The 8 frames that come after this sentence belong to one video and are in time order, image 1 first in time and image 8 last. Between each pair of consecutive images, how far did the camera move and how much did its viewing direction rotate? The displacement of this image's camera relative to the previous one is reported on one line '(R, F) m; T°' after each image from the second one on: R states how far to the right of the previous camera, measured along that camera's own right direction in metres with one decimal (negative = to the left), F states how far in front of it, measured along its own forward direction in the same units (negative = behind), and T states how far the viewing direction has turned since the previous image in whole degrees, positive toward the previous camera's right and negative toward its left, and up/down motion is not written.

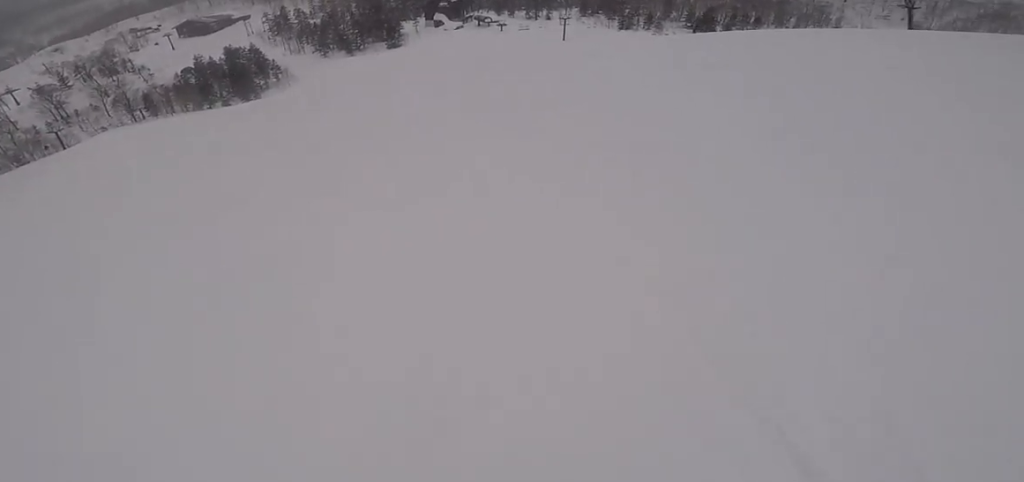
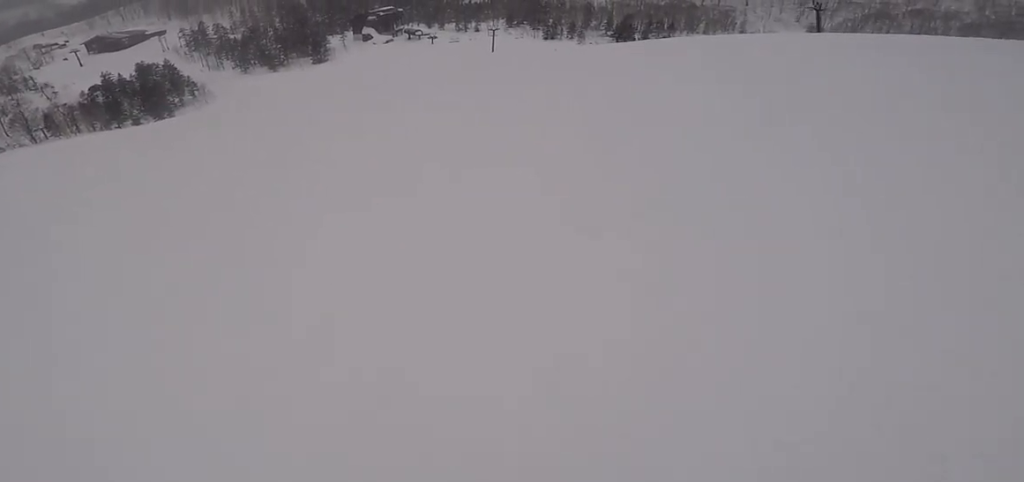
(+0.8, +4.1) m; +9°
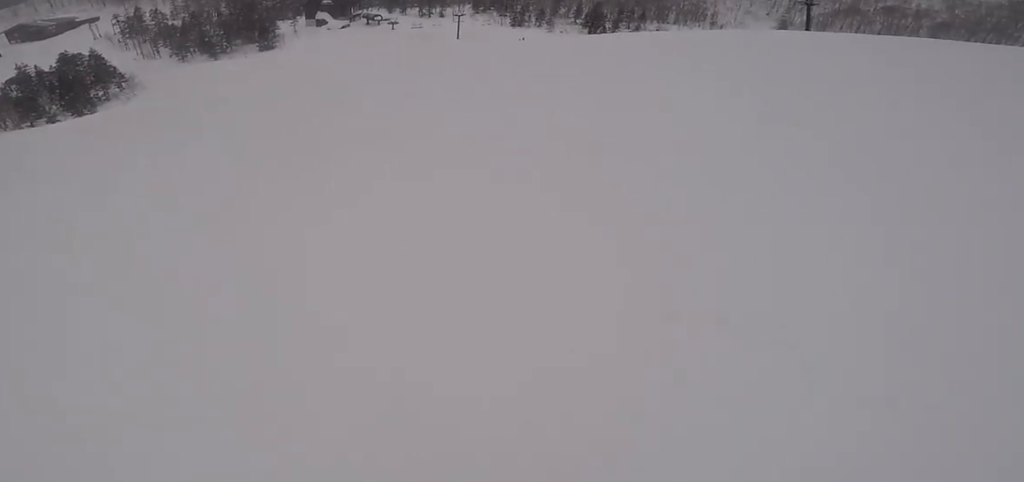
(+1.1, +8.5) m; +5°
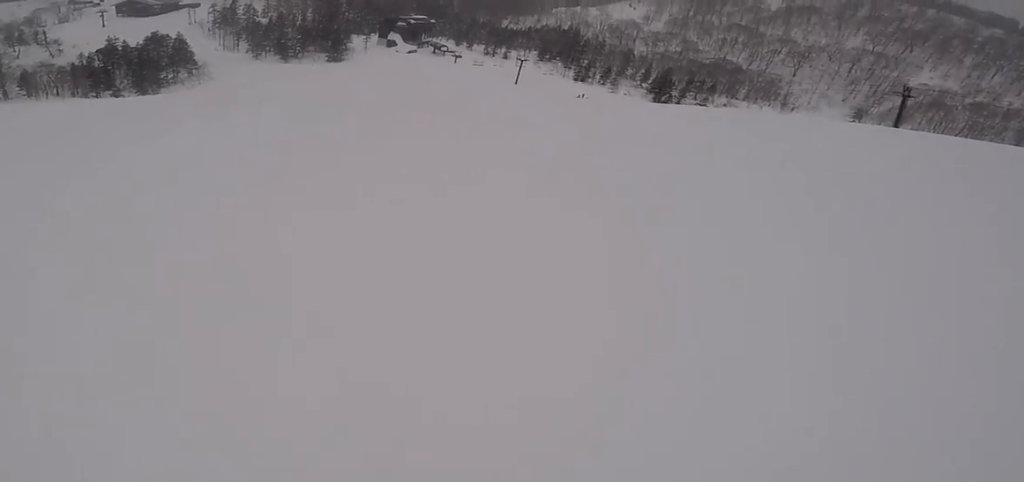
(-0.2, +5.5) m; -14°
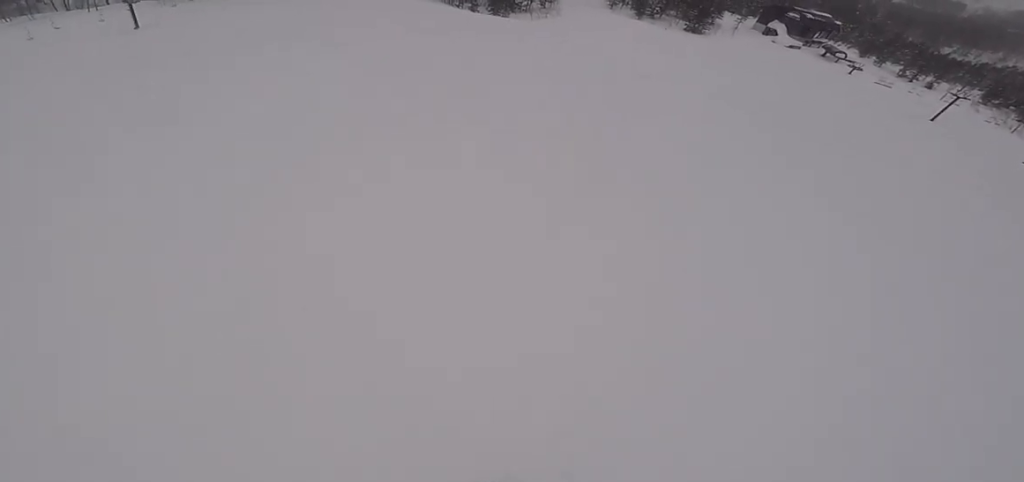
(-3.0, +8.9) m; -29°
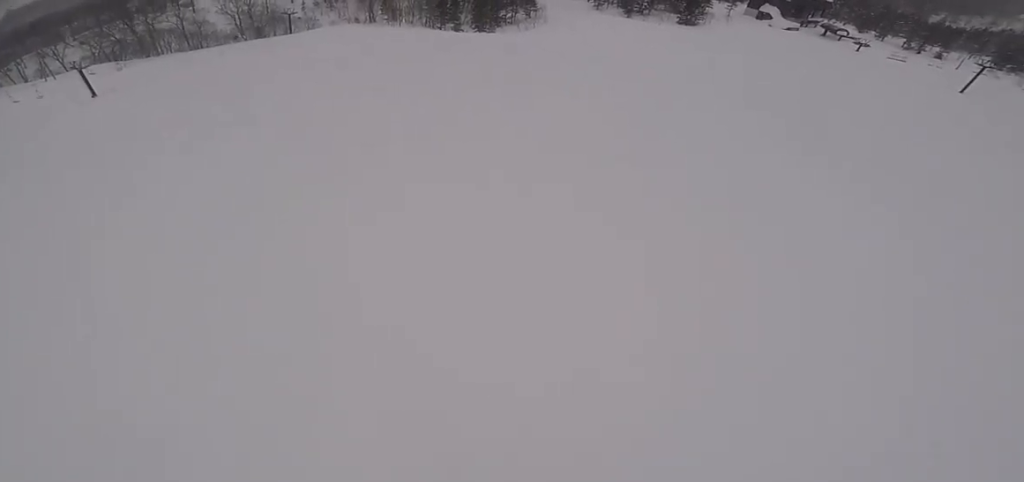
(-0.5, +7.5) m; +4°
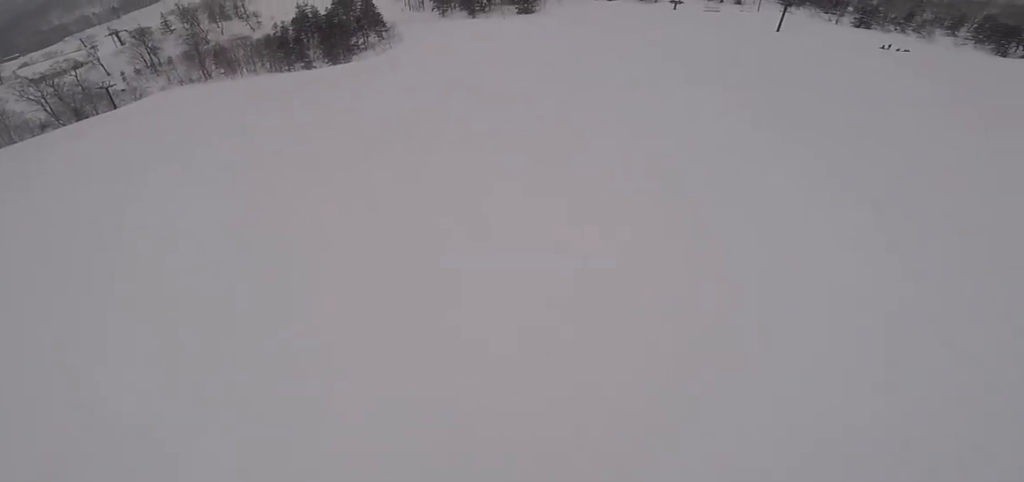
(+0.5, +5.2) m; +7°
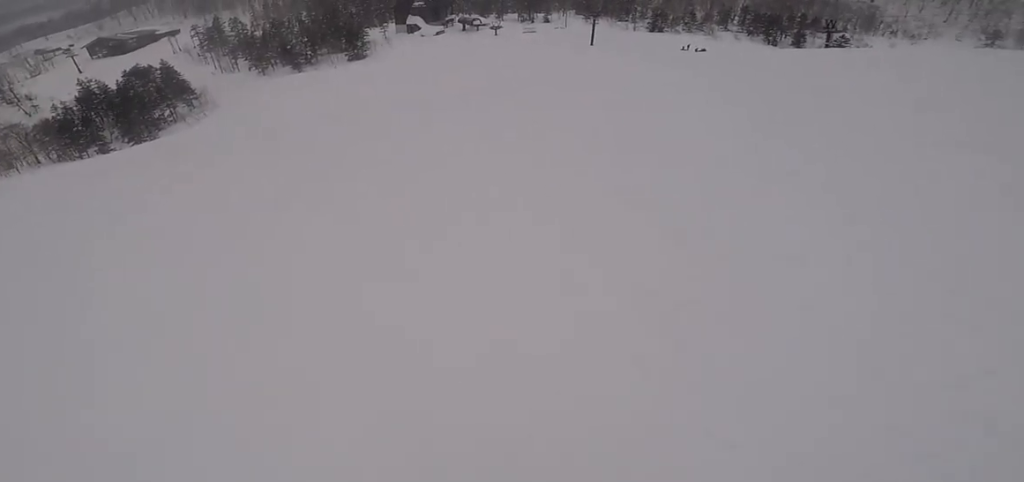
(+0.8, +7.4) m; +6°
